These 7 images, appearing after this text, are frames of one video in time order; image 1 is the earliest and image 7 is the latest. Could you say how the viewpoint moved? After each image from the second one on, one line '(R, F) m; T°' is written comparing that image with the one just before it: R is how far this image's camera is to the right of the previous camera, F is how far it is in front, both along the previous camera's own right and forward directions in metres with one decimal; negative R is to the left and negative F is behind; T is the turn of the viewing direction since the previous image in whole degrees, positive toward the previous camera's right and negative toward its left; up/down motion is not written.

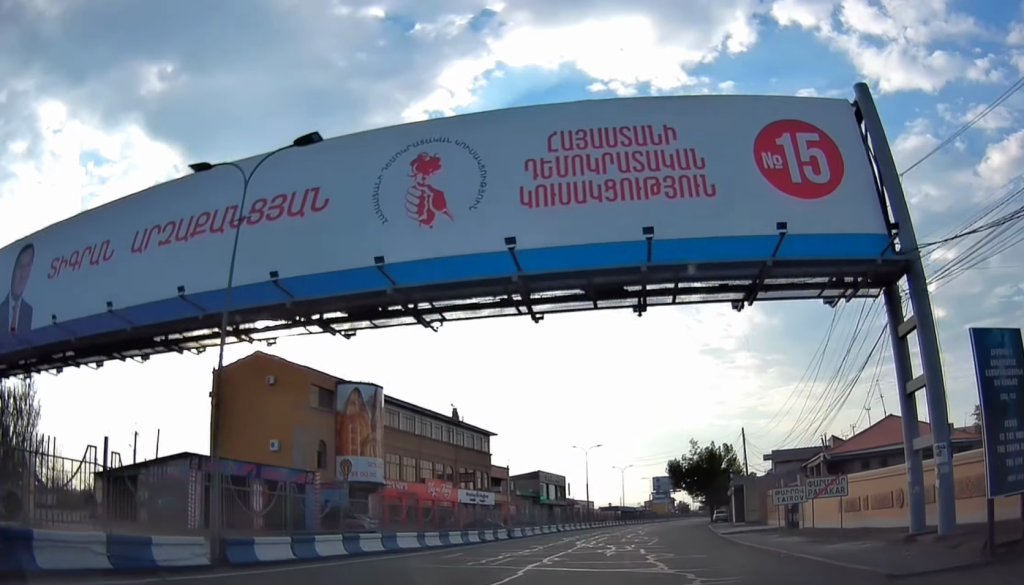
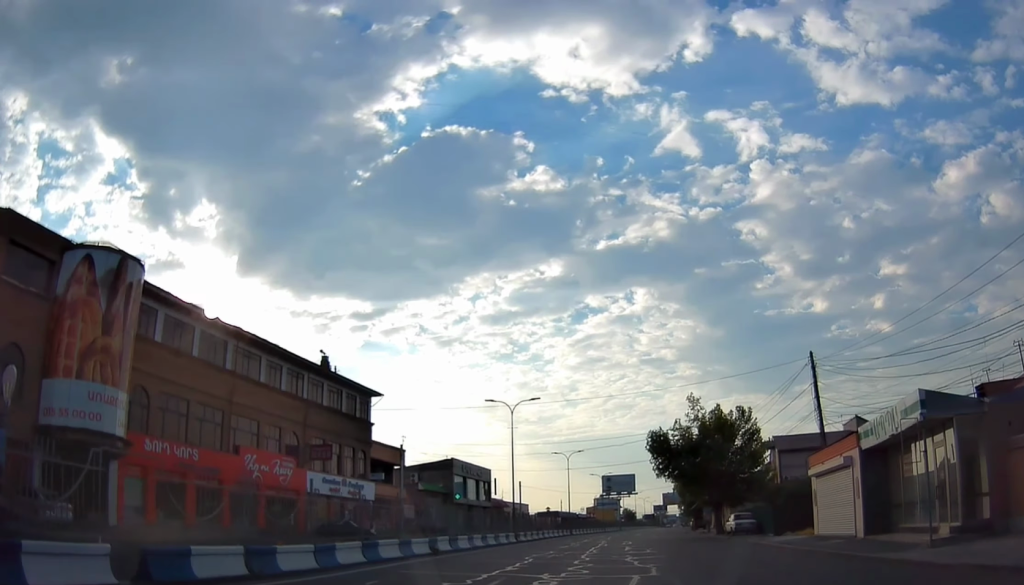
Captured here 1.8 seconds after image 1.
(+1.3, +31.9) m; +5°
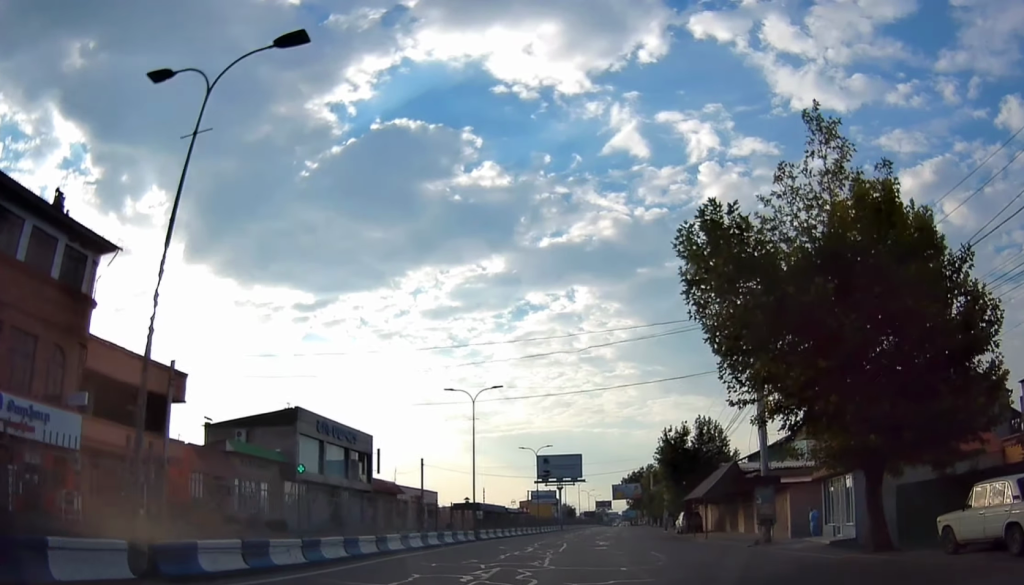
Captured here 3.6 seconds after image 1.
(+0.9, +33.8) m; +4°
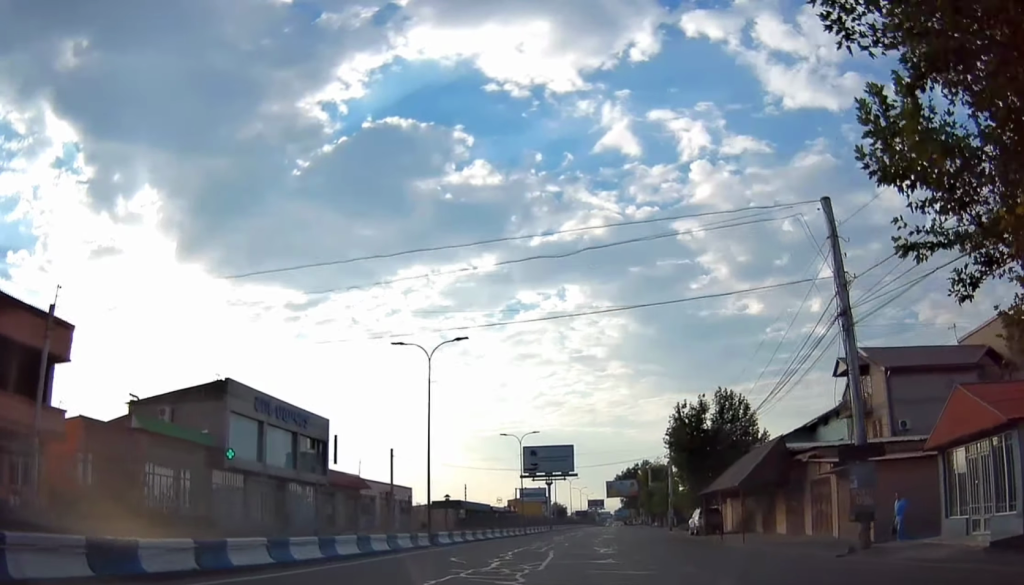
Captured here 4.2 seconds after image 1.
(+0.3, +10.6) m; +2°
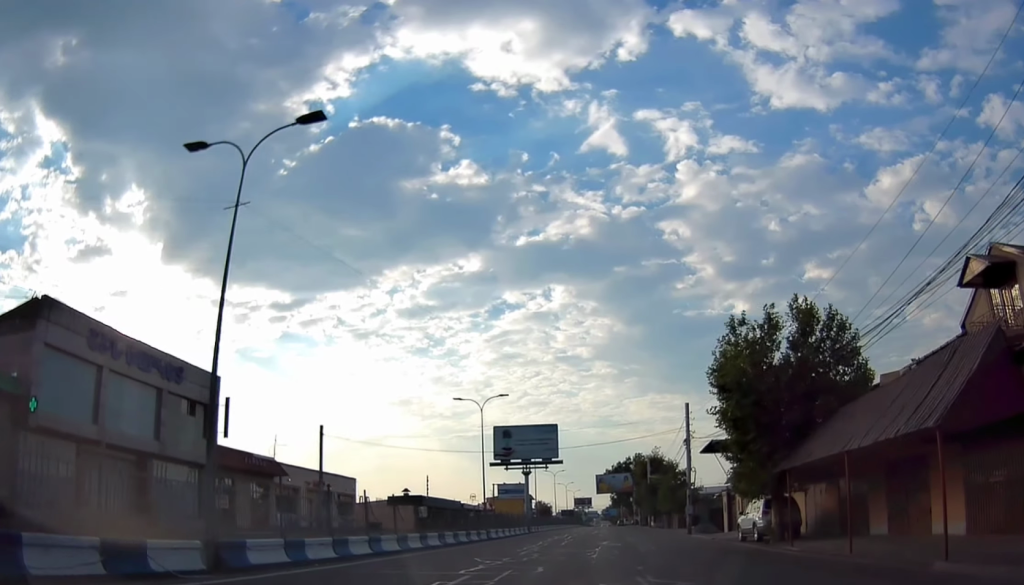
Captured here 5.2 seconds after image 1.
(+0.5, +18.0) m; +2°
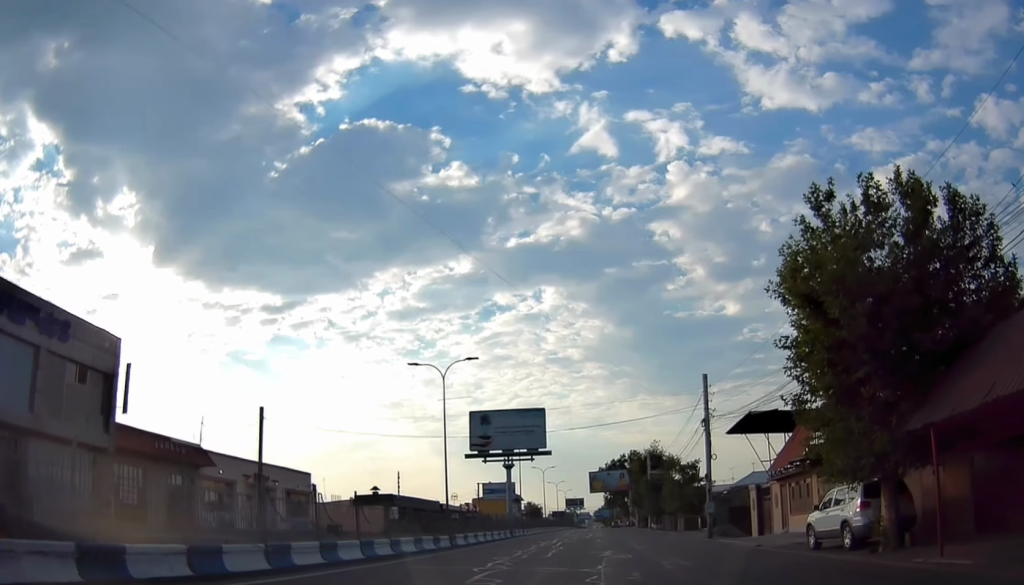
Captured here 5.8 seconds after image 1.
(+0.1, +10.5) m; 0°
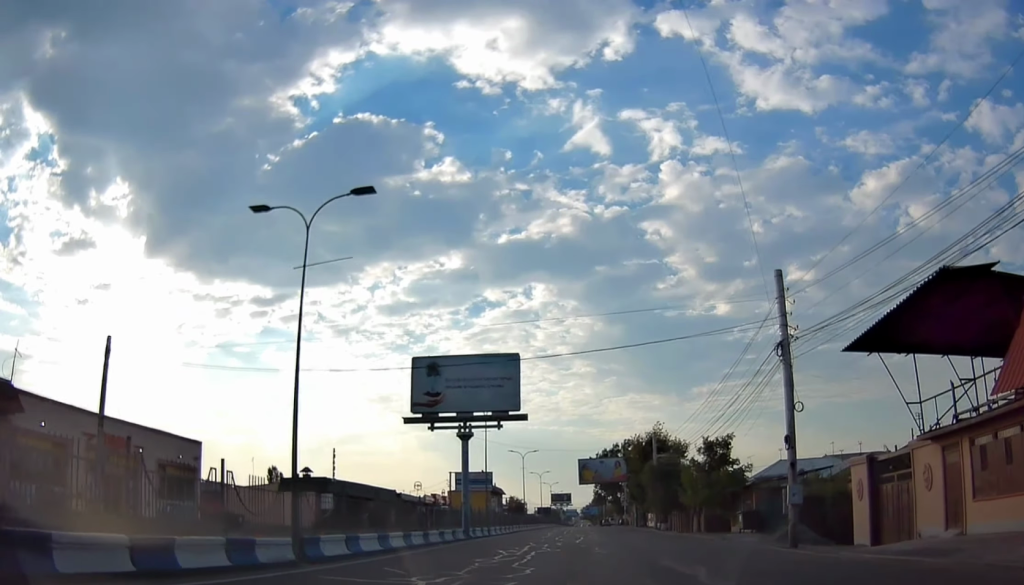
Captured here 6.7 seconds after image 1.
(-0.1, +17.6) m; 0°
